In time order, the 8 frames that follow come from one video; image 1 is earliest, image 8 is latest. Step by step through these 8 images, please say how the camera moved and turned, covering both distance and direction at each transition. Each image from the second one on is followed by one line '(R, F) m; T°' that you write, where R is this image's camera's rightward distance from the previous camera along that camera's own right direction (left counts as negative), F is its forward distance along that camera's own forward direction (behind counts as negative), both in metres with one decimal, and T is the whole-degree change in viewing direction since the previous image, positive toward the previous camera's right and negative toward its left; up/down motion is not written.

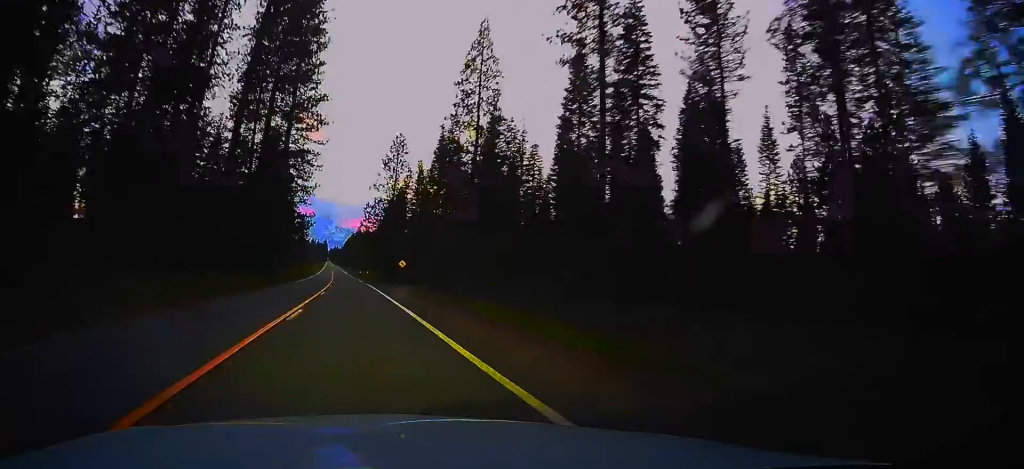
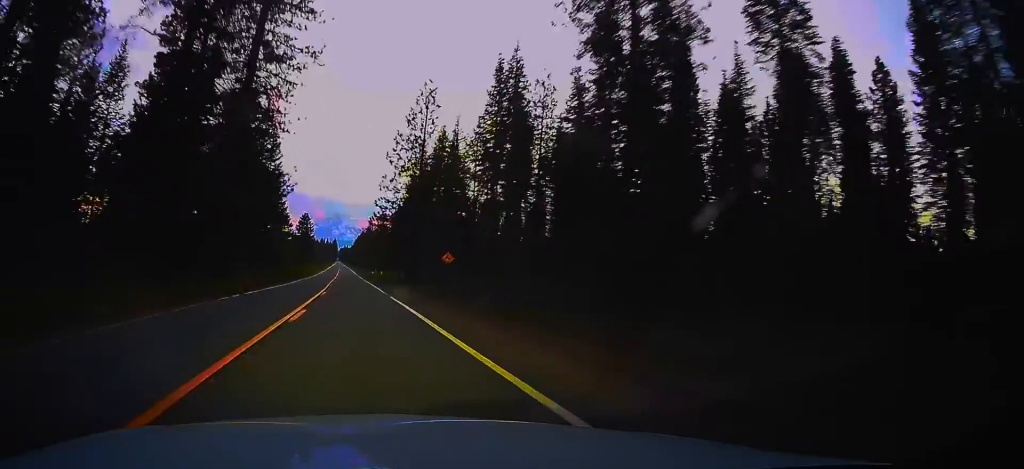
(-0.4, +29.4) m; -1°
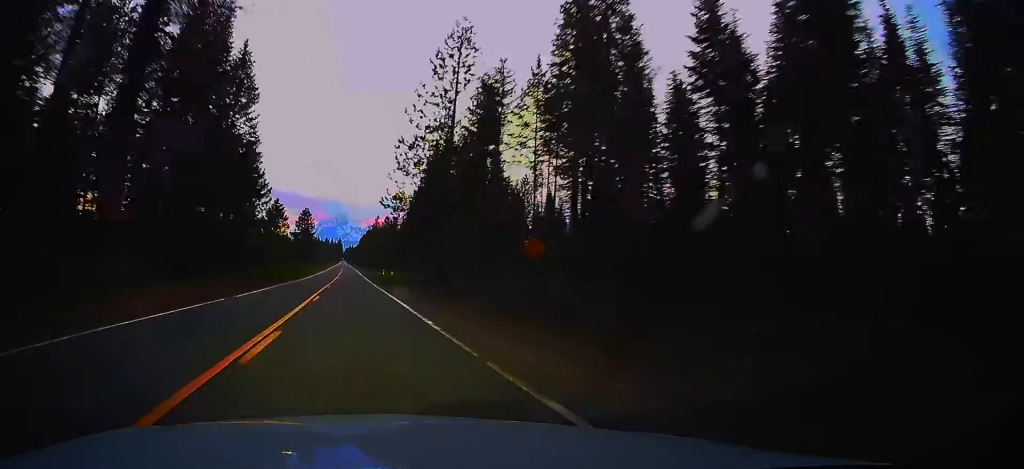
(-0.2, +20.7) m; -1°
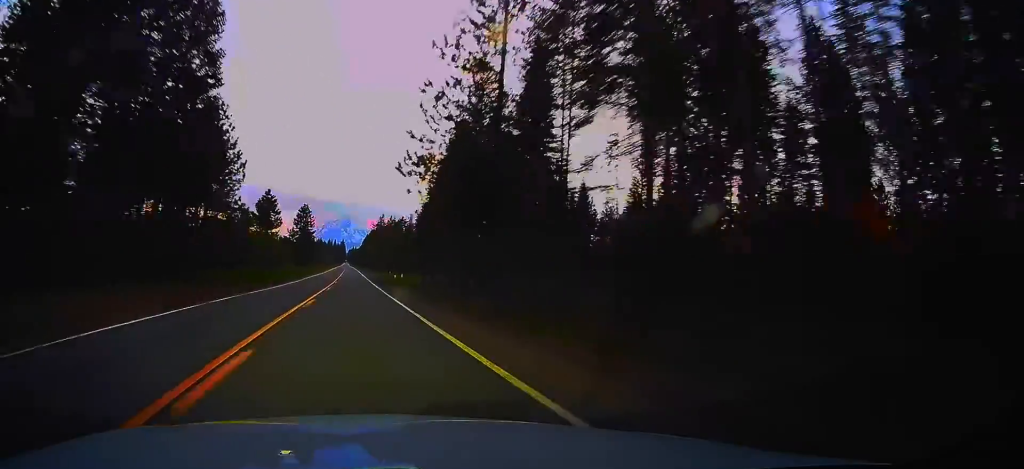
(-0.1, +16.8) m; -1°
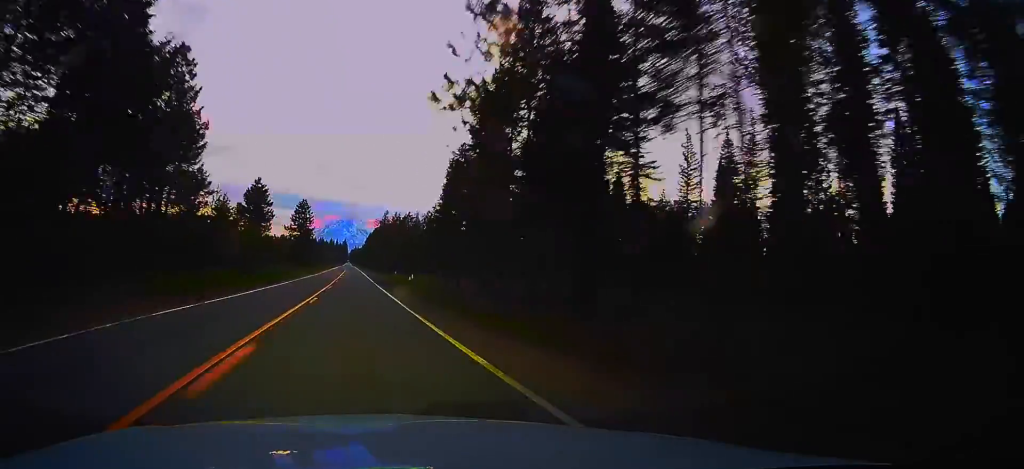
(-0.2, +14.7) m; 0°
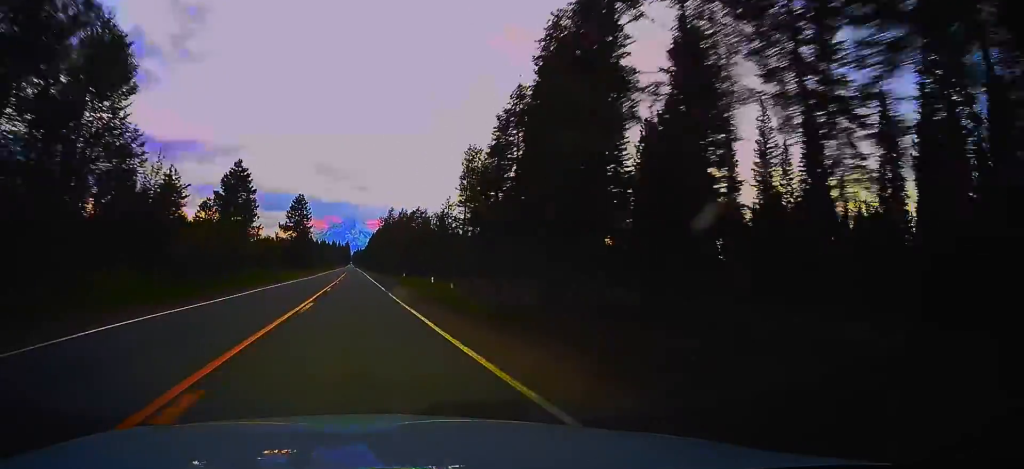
(-0.1, +17.6) m; 0°
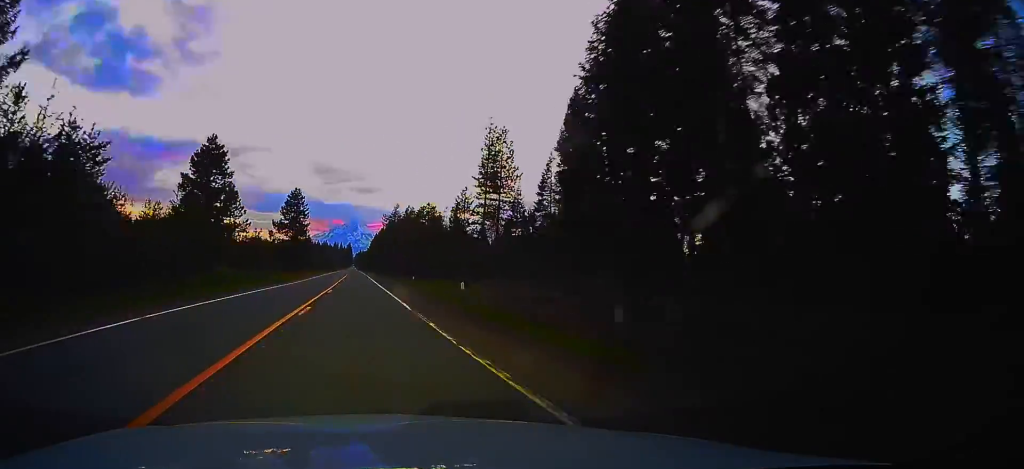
(+0.2, +16.6) m; 0°
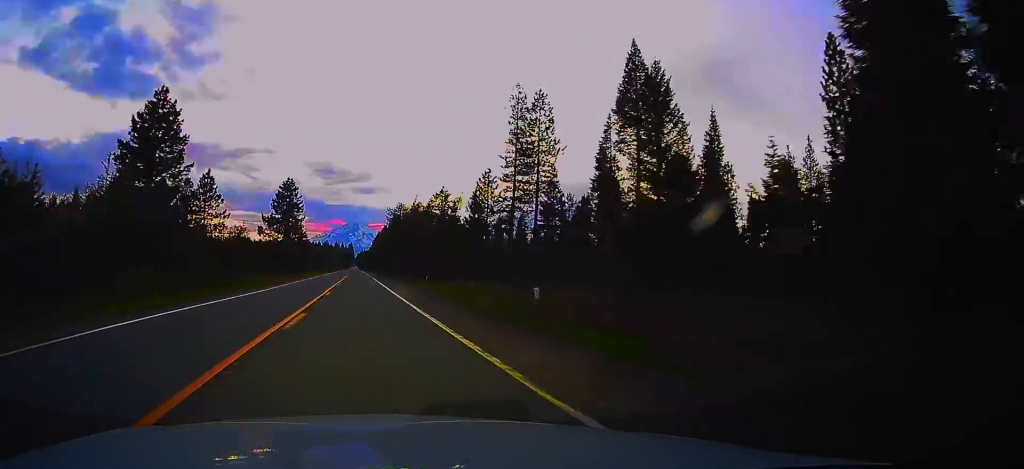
(-0.1, +17.5) m; 0°
